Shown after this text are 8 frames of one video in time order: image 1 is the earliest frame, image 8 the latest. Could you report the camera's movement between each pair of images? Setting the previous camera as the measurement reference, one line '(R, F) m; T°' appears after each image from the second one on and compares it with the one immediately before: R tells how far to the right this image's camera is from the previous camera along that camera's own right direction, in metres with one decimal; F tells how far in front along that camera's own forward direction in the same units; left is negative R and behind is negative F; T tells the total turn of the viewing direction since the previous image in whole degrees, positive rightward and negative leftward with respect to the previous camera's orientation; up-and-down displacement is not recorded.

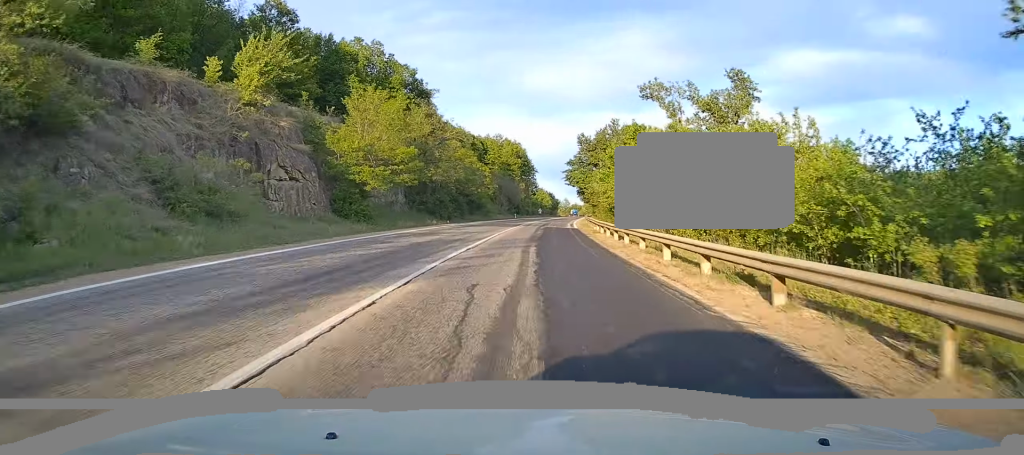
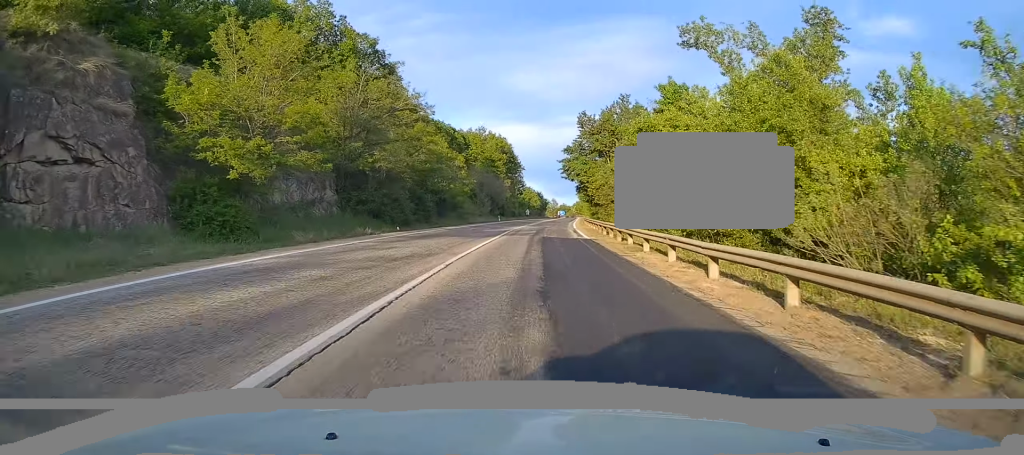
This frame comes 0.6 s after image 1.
(+0.4, +15.4) m; +2°
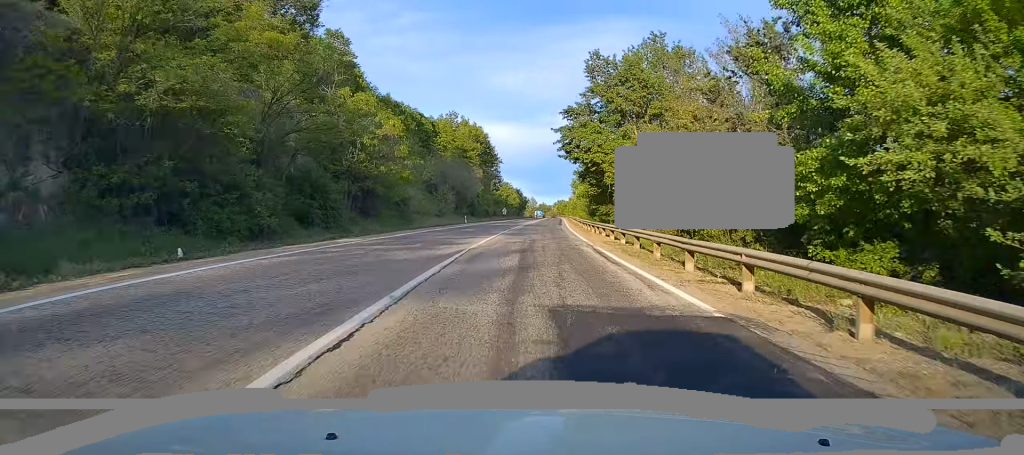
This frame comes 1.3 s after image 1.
(+0.4, +20.9) m; +2°
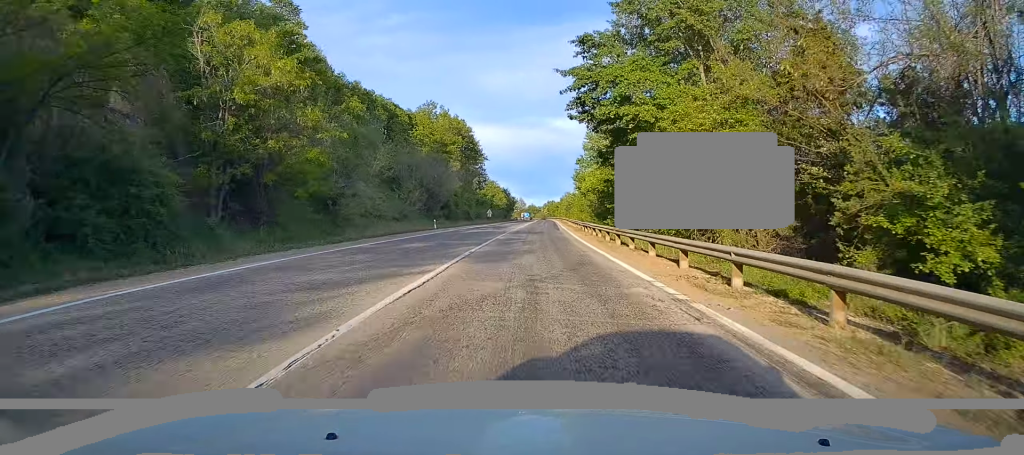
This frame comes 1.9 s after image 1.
(+0.1, +14.6) m; +1°
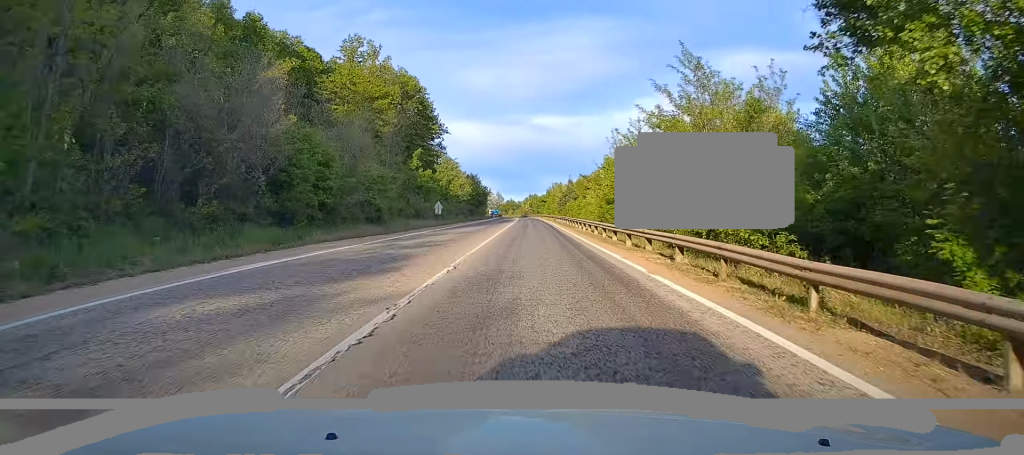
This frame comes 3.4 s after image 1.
(+1.0, +41.1) m; +2°
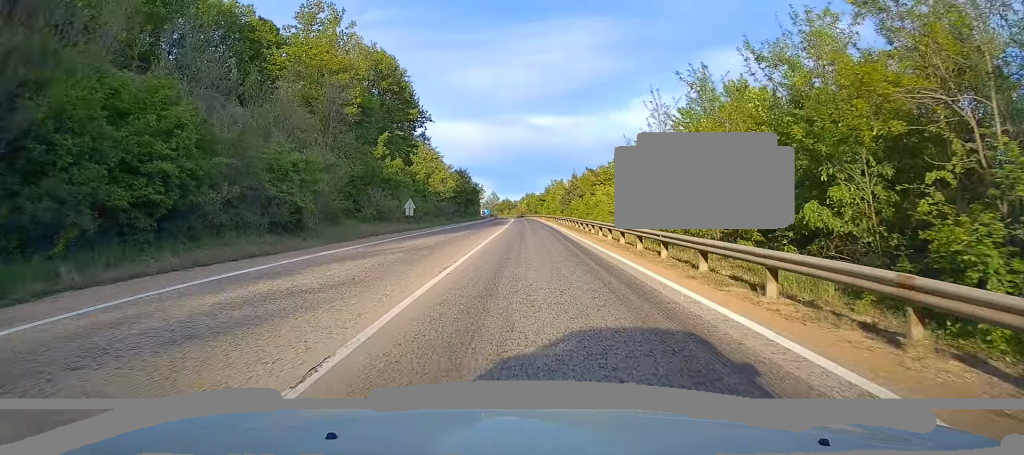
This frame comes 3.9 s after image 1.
(+0.2, +13.7) m; 0°
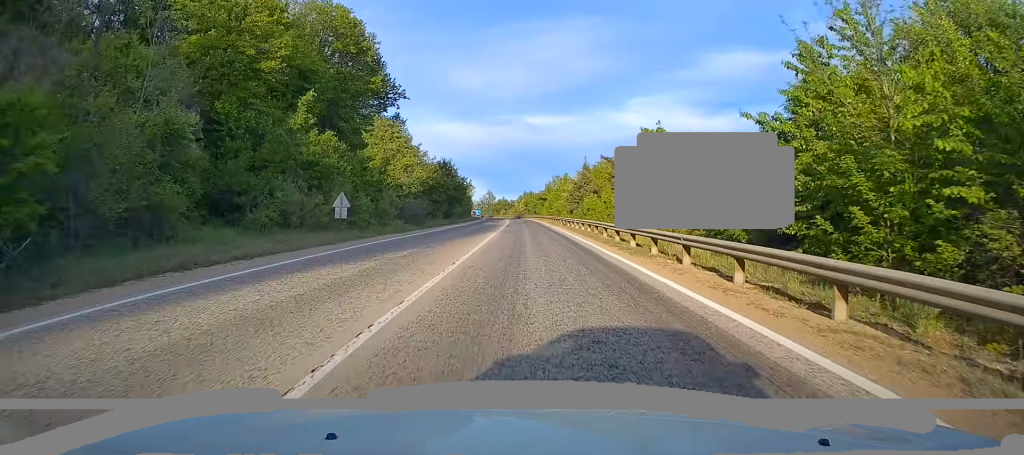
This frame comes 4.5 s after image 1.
(-0.1, +17.3) m; 0°
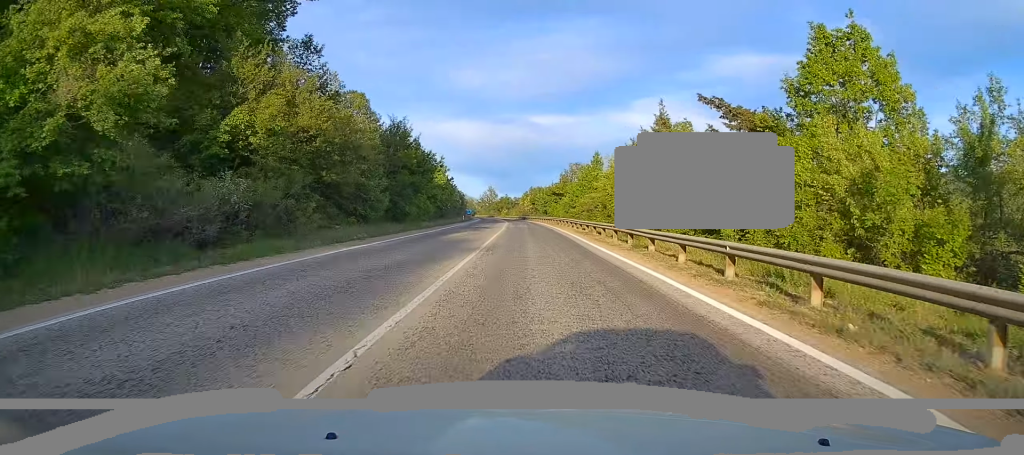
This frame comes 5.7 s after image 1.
(-0.1, +33.0) m; 0°
